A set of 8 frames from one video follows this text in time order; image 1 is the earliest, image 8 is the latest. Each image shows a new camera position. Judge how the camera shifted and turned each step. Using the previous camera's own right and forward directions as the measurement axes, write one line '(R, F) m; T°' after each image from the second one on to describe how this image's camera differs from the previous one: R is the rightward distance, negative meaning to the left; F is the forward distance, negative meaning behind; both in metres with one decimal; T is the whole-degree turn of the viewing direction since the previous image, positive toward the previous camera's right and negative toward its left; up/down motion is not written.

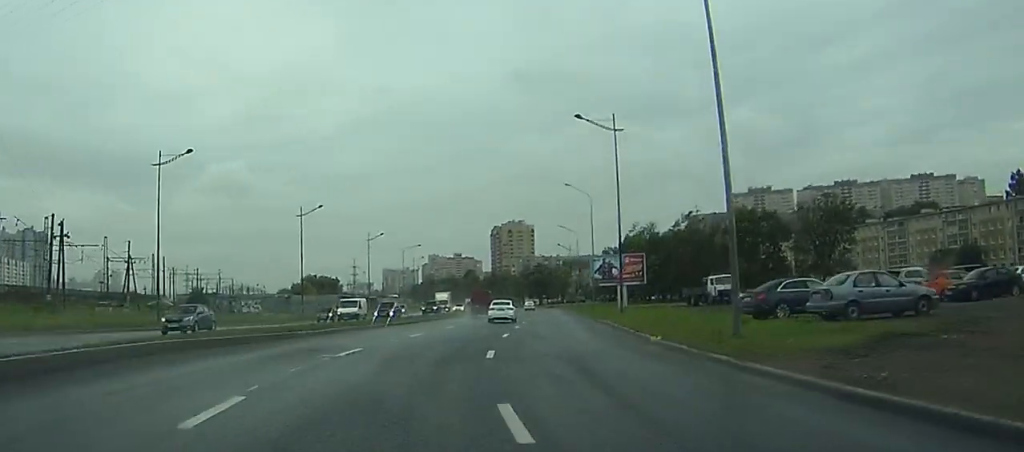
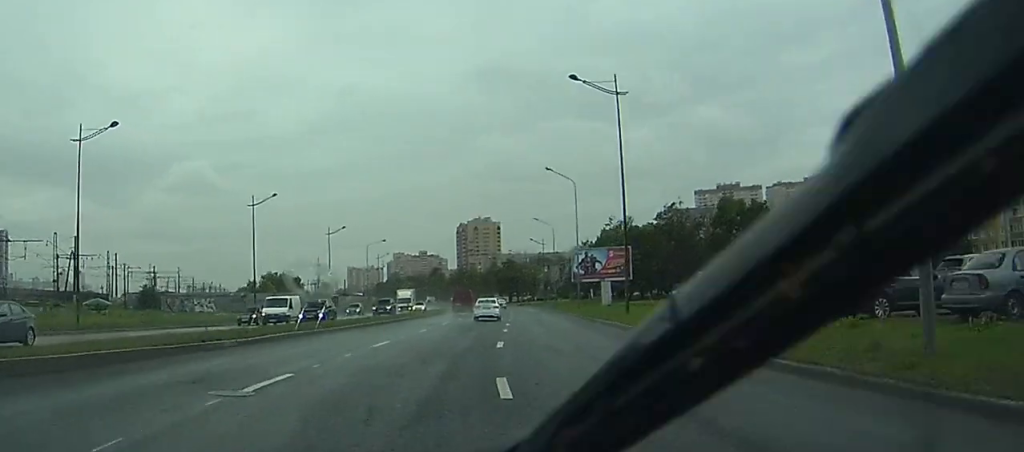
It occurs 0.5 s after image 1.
(+0.2, +8.5) m; +2°
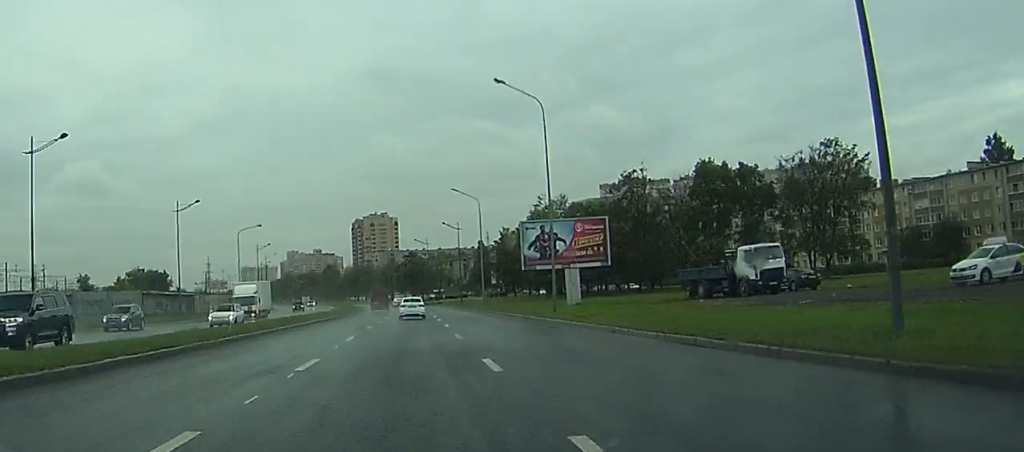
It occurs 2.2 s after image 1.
(+1.5, +29.7) m; +6°
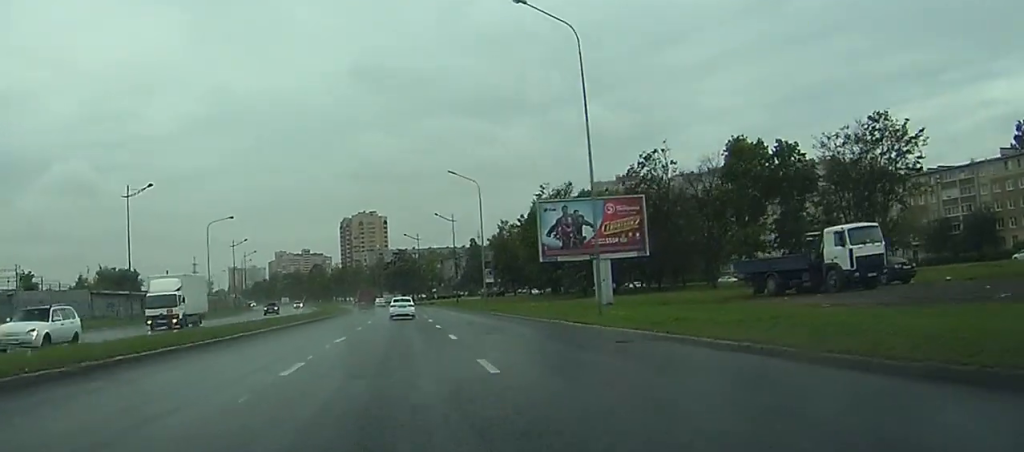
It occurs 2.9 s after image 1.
(+0.2, +12.2) m; +2°
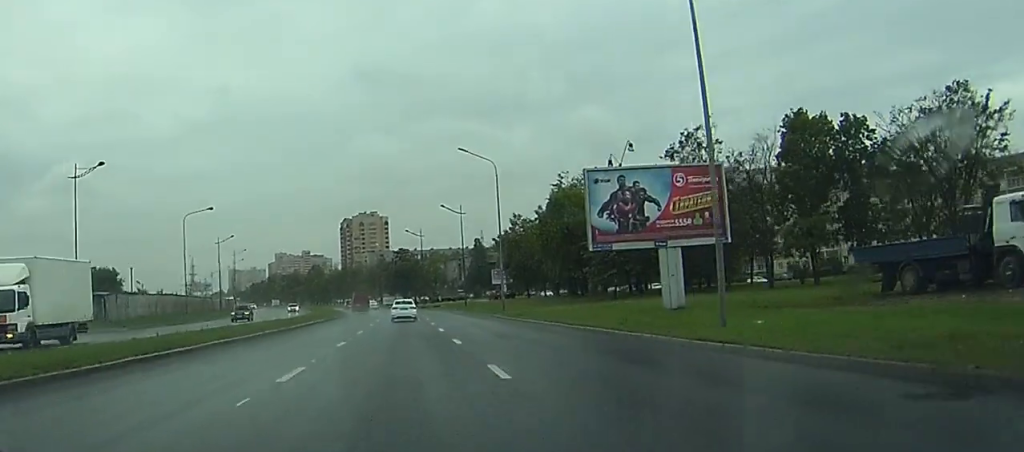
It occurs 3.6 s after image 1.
(+0.3, +12.5) m; +1°
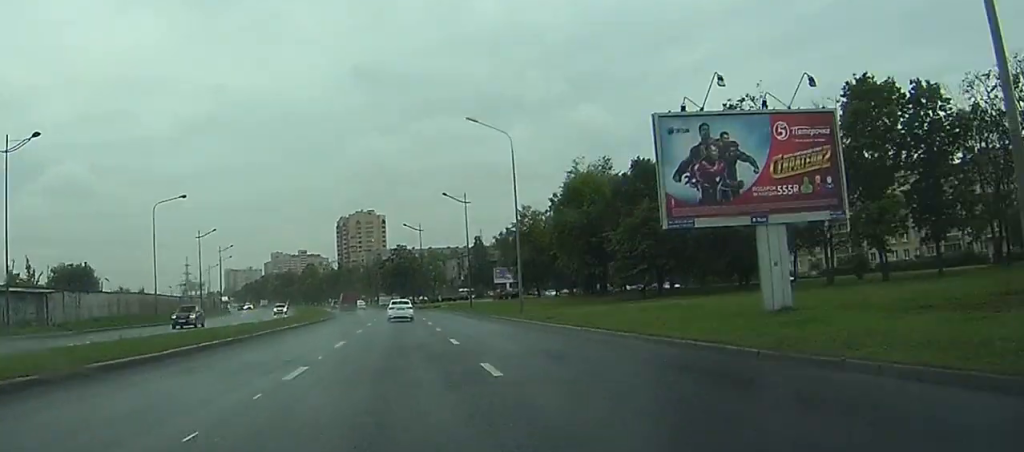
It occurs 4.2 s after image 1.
(+0.1, +10.8) m; +1°
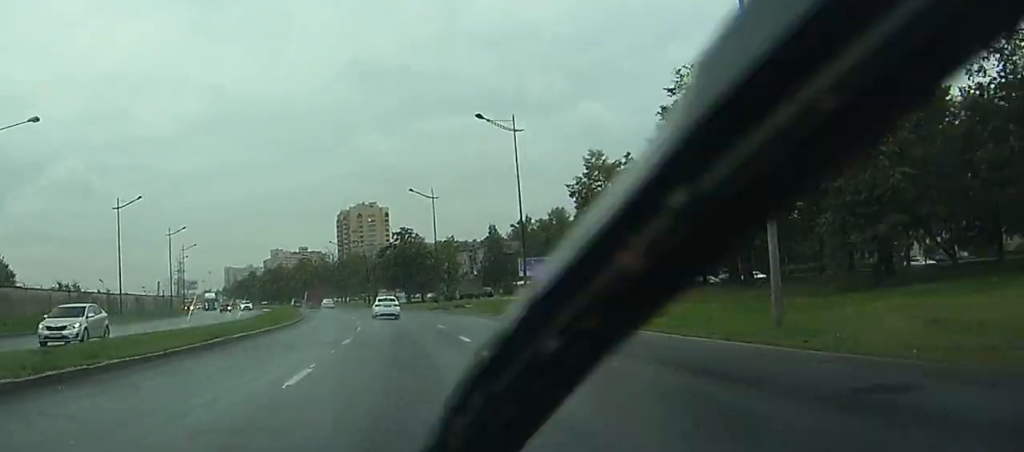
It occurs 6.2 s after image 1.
(+0.1, +36.6) m; 0°
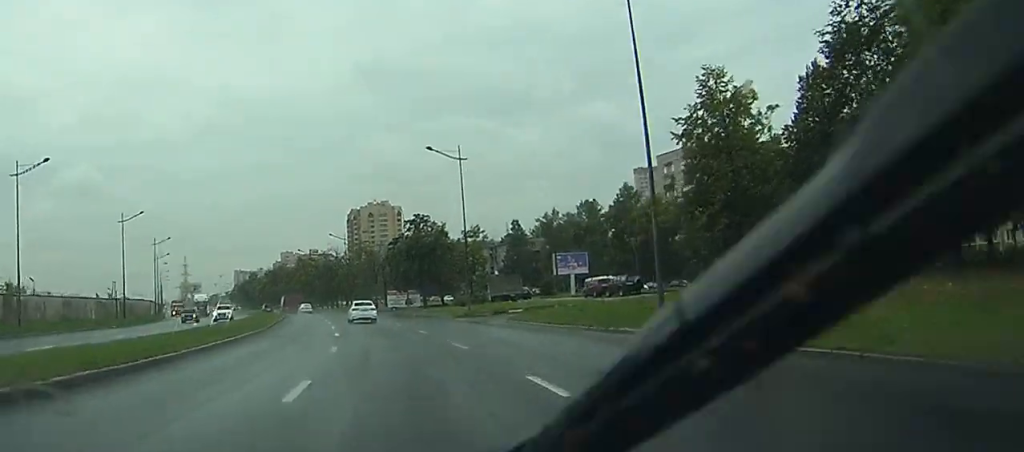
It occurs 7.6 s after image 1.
(0.0, +25.8) m; 0°
